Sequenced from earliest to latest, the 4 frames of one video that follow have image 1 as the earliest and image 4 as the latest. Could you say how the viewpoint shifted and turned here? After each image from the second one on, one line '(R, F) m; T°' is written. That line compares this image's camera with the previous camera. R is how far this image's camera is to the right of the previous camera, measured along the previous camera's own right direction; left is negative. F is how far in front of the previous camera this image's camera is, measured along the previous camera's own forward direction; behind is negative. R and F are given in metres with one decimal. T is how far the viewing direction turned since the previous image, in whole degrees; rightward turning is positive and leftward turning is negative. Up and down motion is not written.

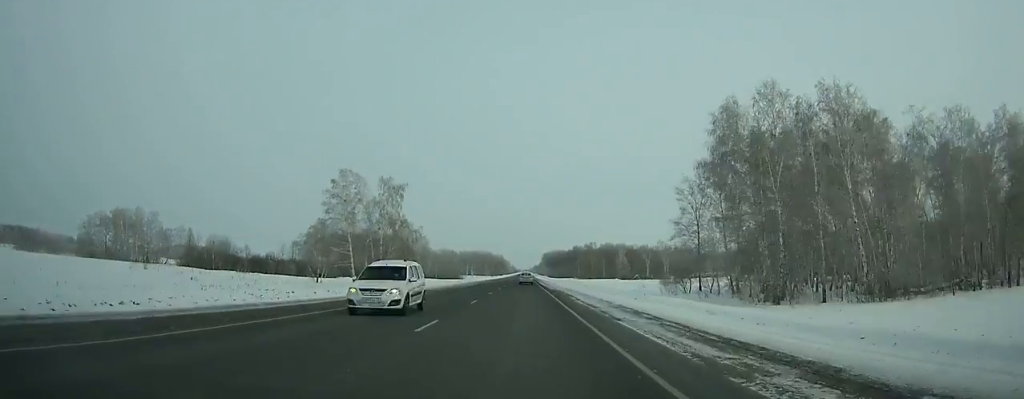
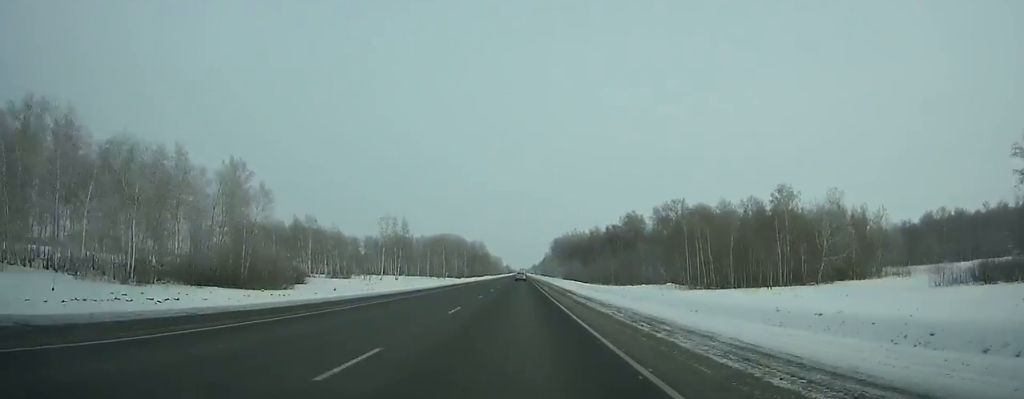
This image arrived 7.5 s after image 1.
(-1.0, +201.0) m; -1°
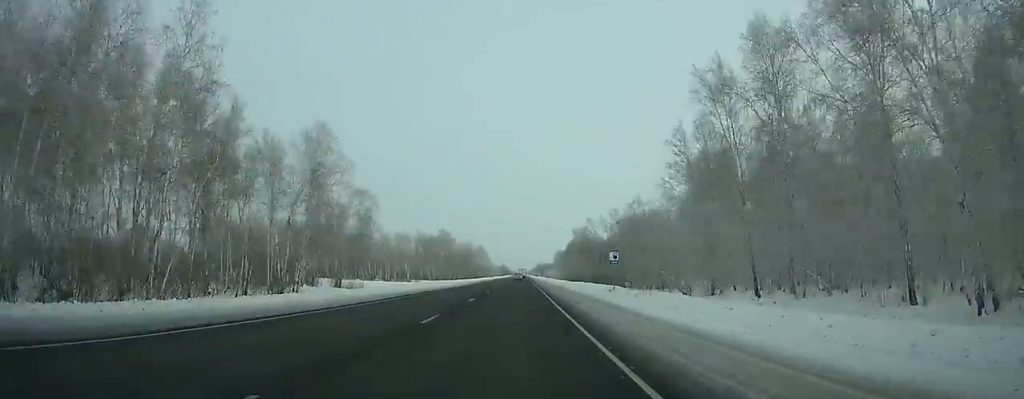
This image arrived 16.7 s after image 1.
(-1.0, +256.3) m; 0°
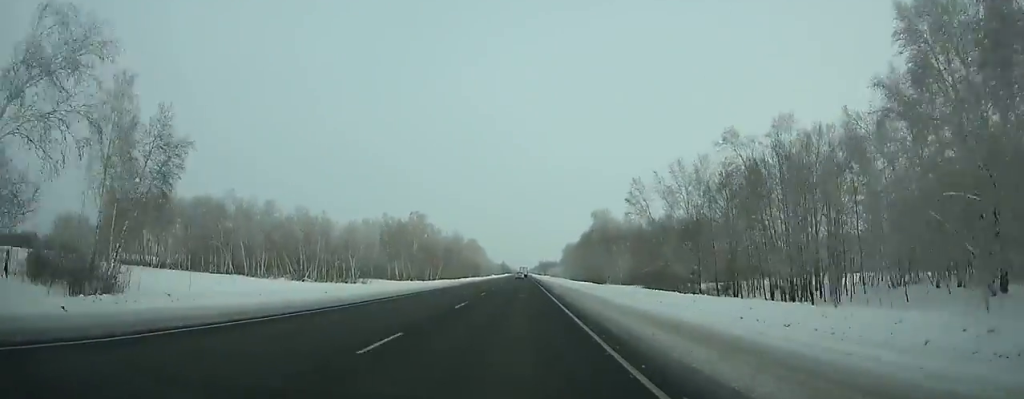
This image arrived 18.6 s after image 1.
(0.0, +53.5) m; 0°
